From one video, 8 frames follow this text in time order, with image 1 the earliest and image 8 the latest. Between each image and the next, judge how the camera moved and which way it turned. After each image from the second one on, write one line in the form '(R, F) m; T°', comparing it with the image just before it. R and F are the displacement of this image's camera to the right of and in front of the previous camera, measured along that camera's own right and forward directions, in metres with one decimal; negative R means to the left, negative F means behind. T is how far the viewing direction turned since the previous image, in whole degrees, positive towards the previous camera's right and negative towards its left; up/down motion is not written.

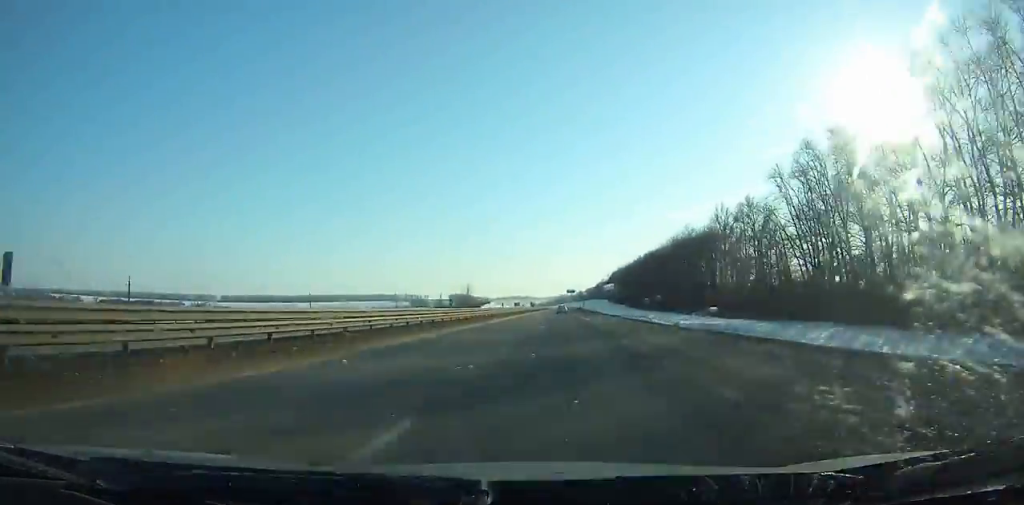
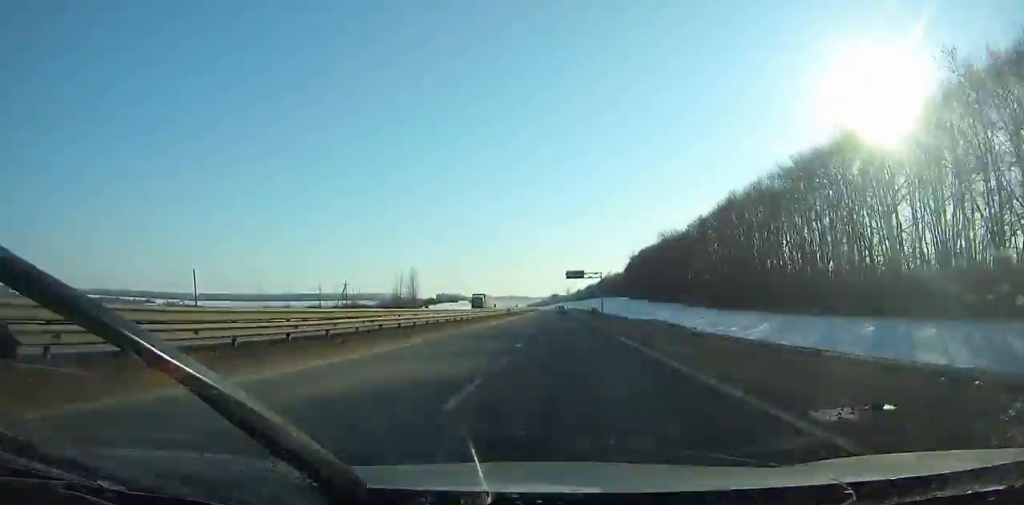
(0.0, +116.9) m; 0°
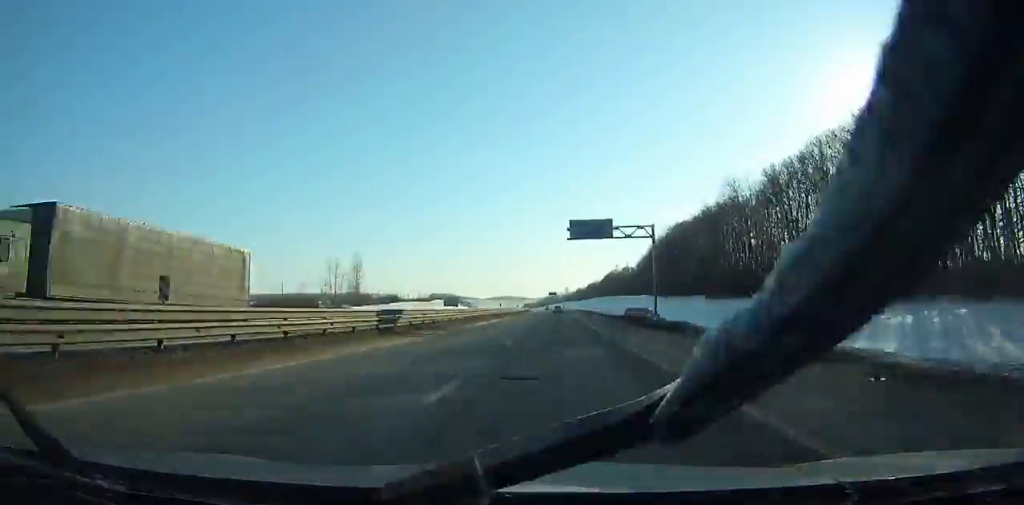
(0.0, +59.4) m; 0°
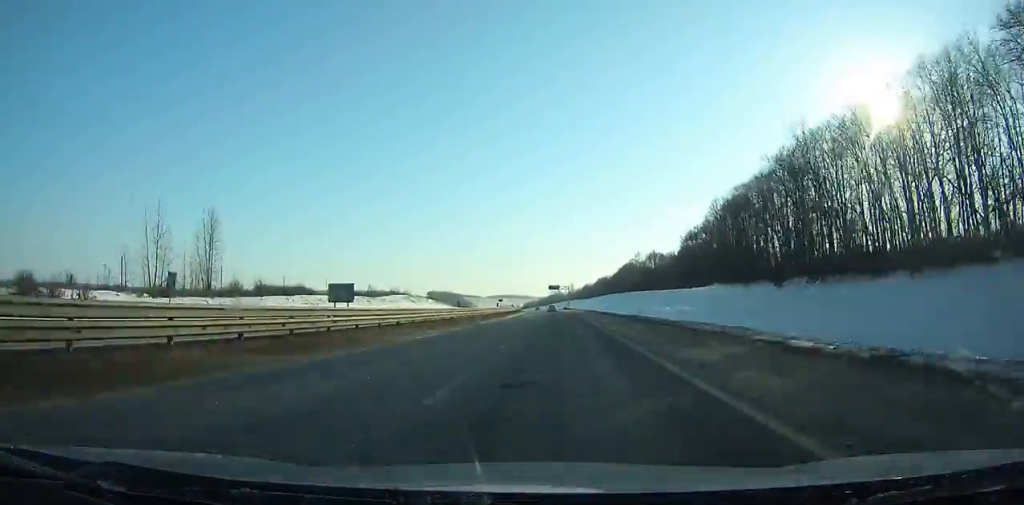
(+0.1, +71.7) m; 0°
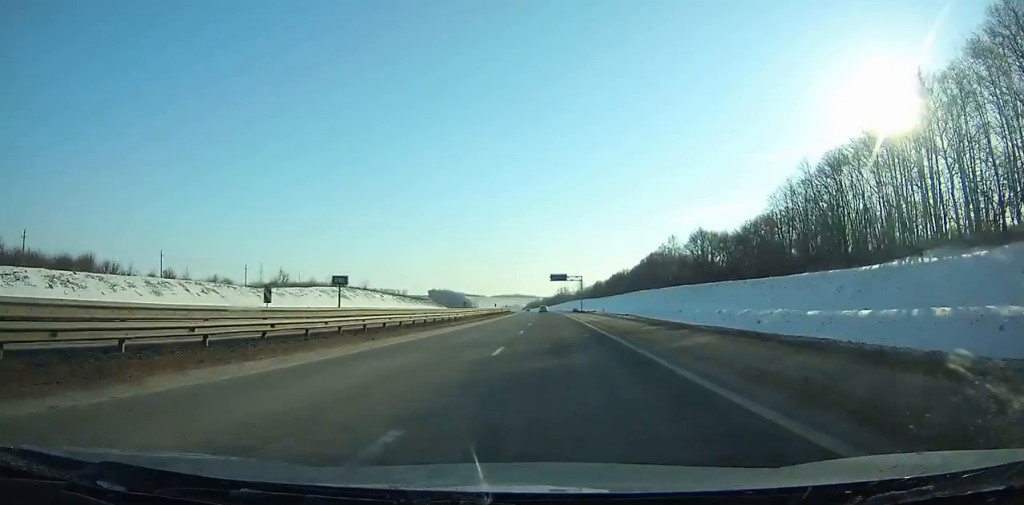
(-0.2, +65.3) m; -1°
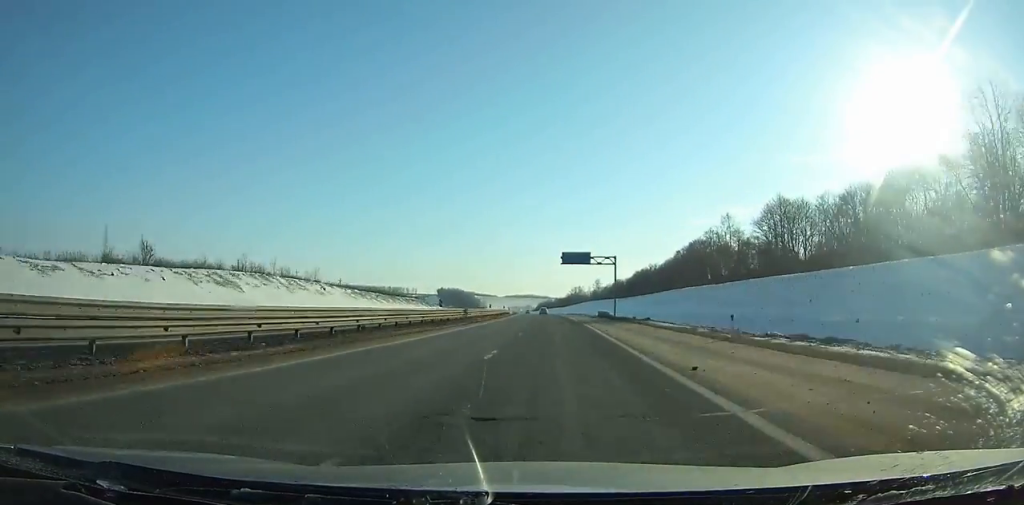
(-0.6, +50.1) m; -1°
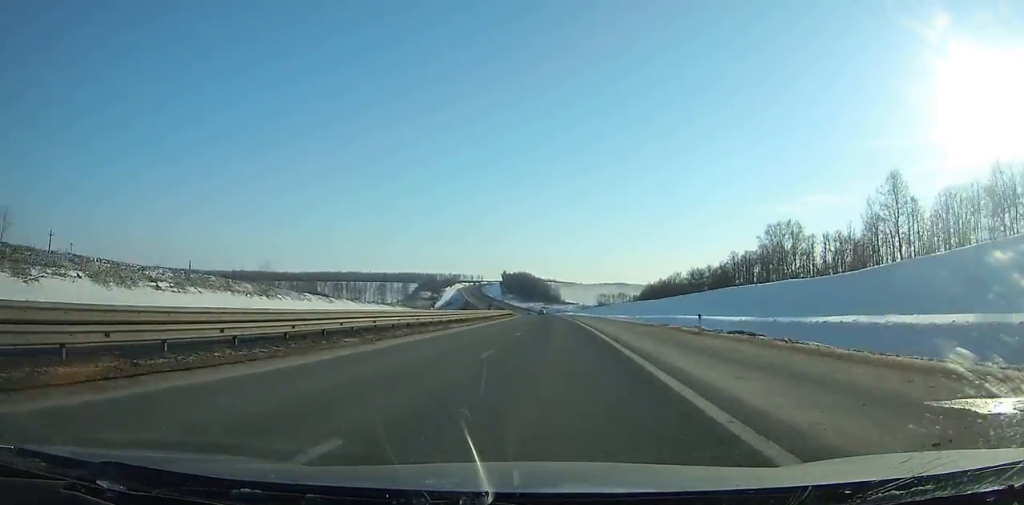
(-20.5, +300.2) m; -8°
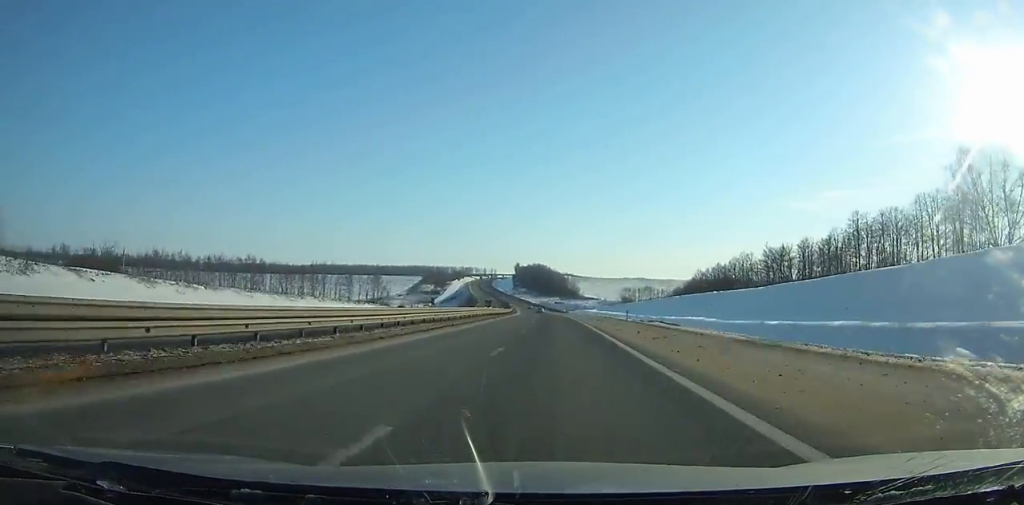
(-1.3, +71.7) m; -2°
